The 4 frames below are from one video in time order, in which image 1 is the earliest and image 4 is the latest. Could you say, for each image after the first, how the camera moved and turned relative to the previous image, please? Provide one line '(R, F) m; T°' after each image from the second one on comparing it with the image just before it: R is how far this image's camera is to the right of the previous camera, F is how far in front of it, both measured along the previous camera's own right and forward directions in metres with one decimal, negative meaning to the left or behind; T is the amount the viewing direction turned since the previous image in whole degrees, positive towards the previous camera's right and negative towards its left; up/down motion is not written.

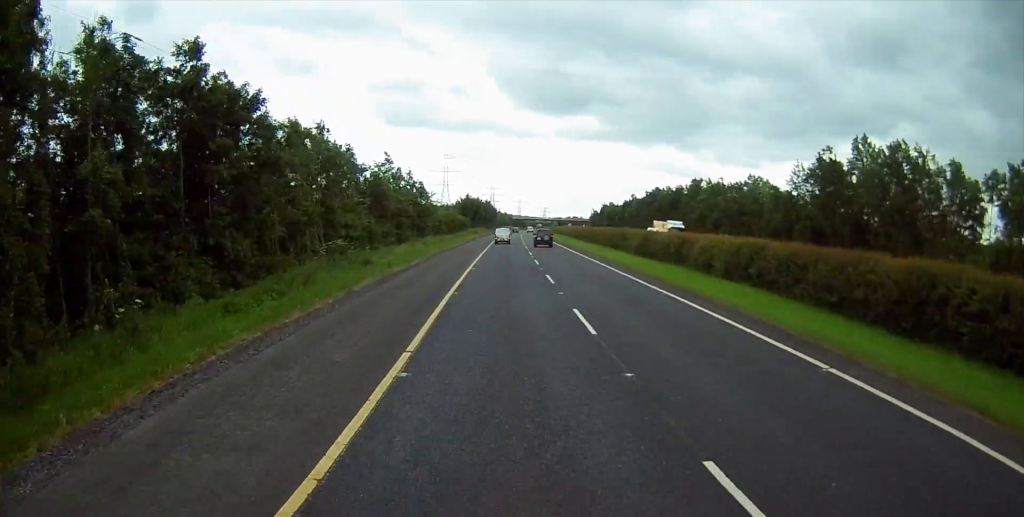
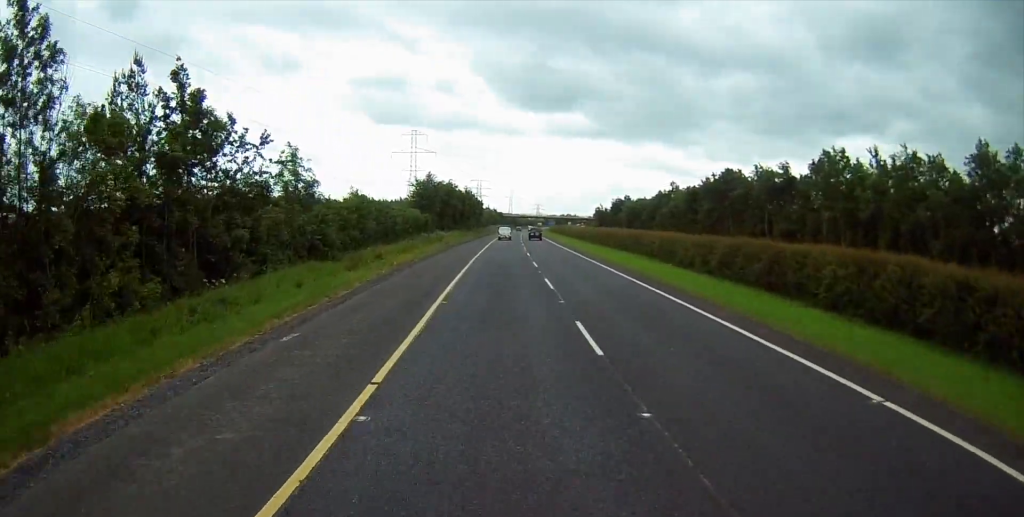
(+1.1, +62.1) m; +1°
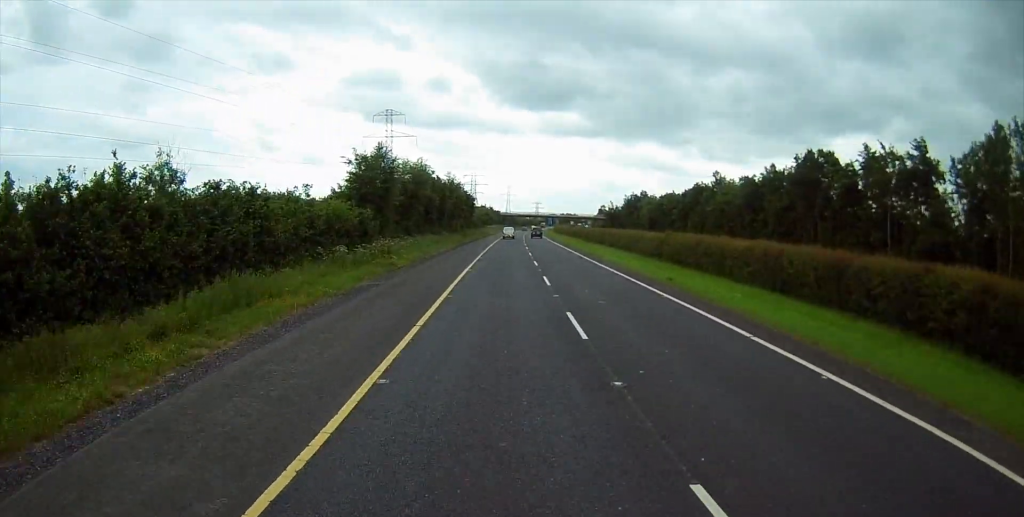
(-0.1, +34.0) m; 0°
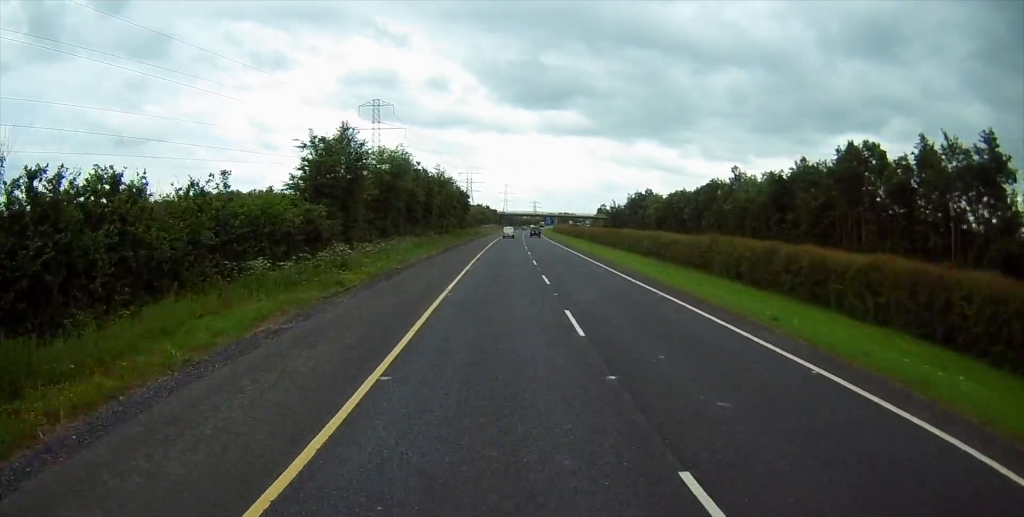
(+0.1, +11.6) m; 0°
